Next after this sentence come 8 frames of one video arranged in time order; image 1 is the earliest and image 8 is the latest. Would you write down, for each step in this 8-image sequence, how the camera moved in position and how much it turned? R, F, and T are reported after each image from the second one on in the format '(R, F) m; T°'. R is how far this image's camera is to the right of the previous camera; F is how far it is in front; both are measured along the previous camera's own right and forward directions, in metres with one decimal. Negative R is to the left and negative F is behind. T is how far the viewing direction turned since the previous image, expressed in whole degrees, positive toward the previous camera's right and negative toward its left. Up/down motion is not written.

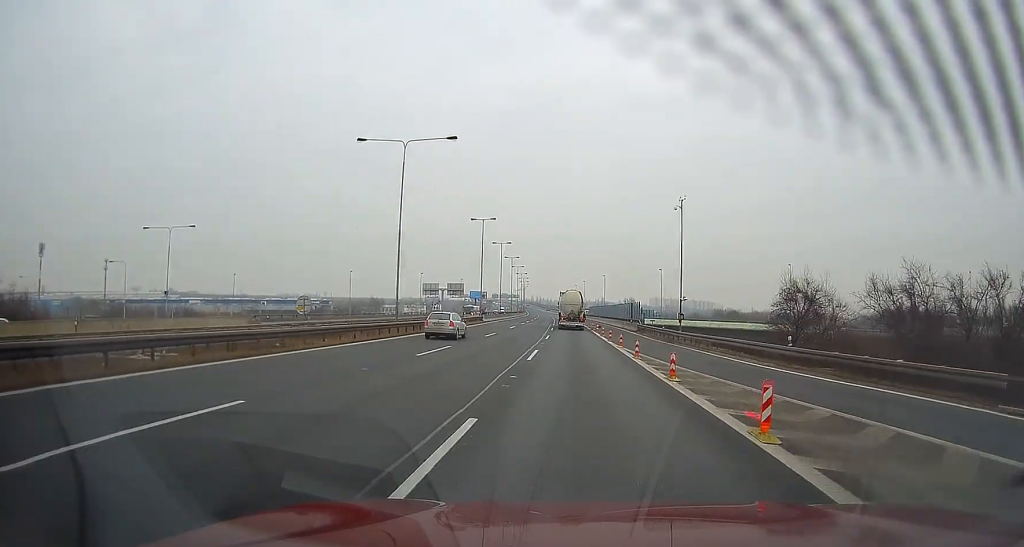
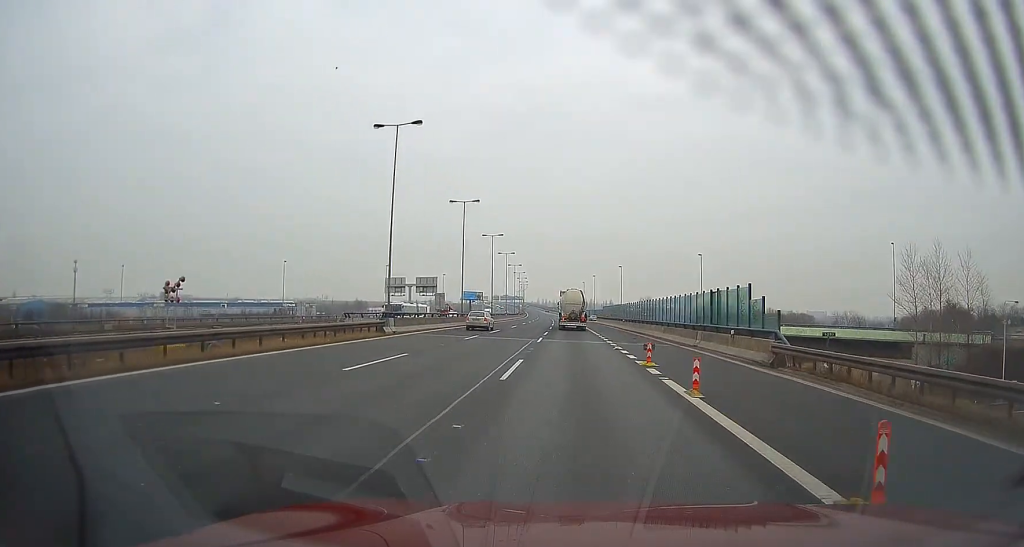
(-0.2, +44.5) m; 0°
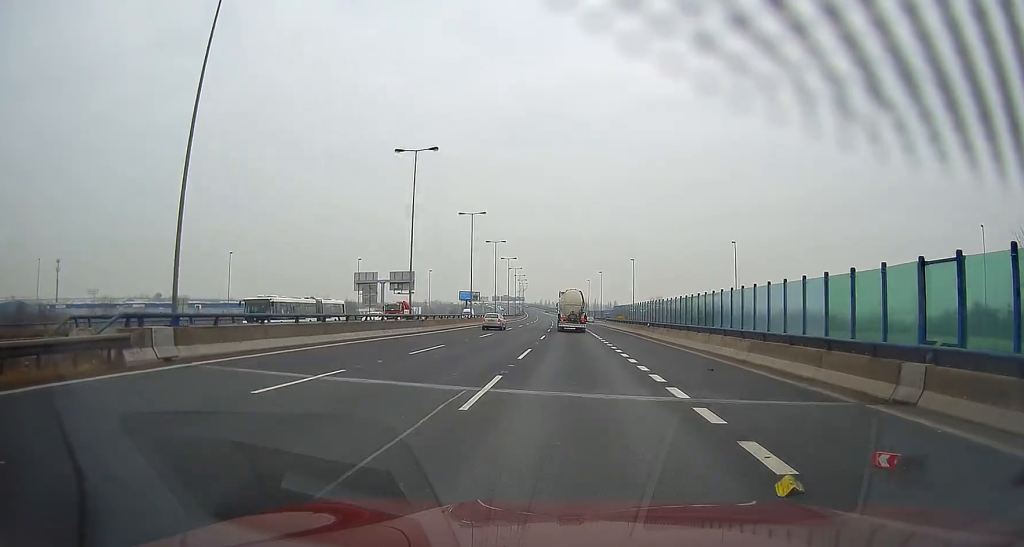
(0.0, +23.2) m; -1°
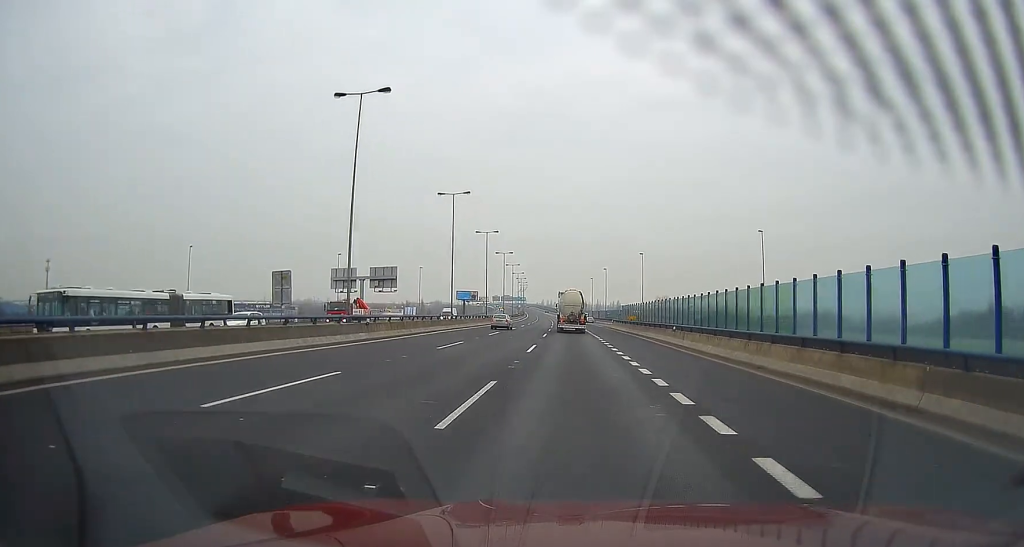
(-0.2, +13.3) m; 0°
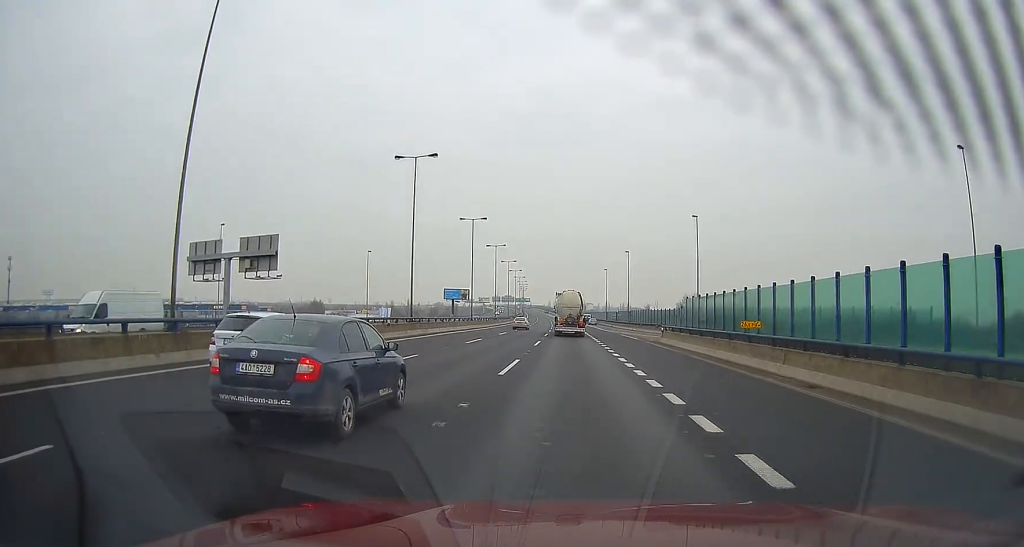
(+0.2, +45.9) m; +1°
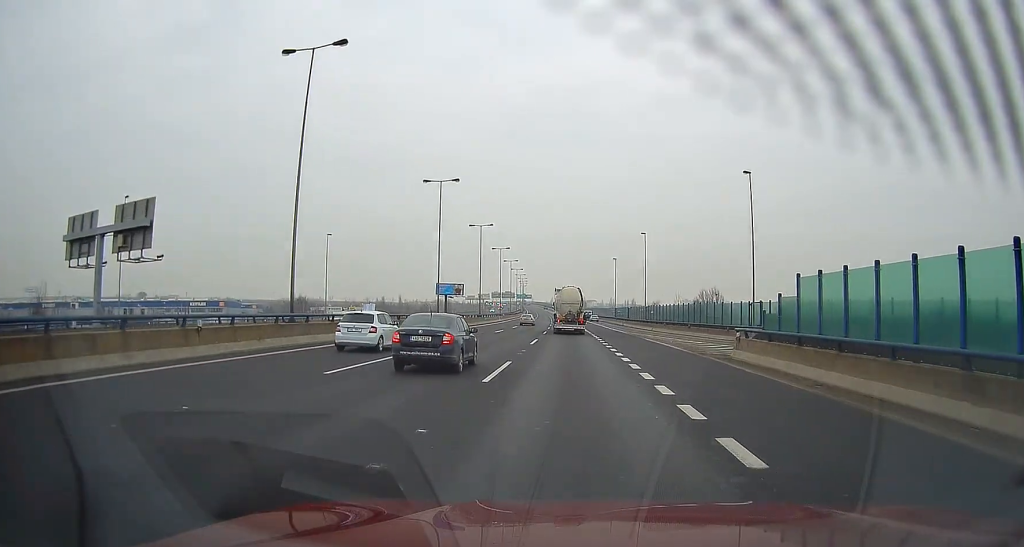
(+0.1, +20.8) m; 0°
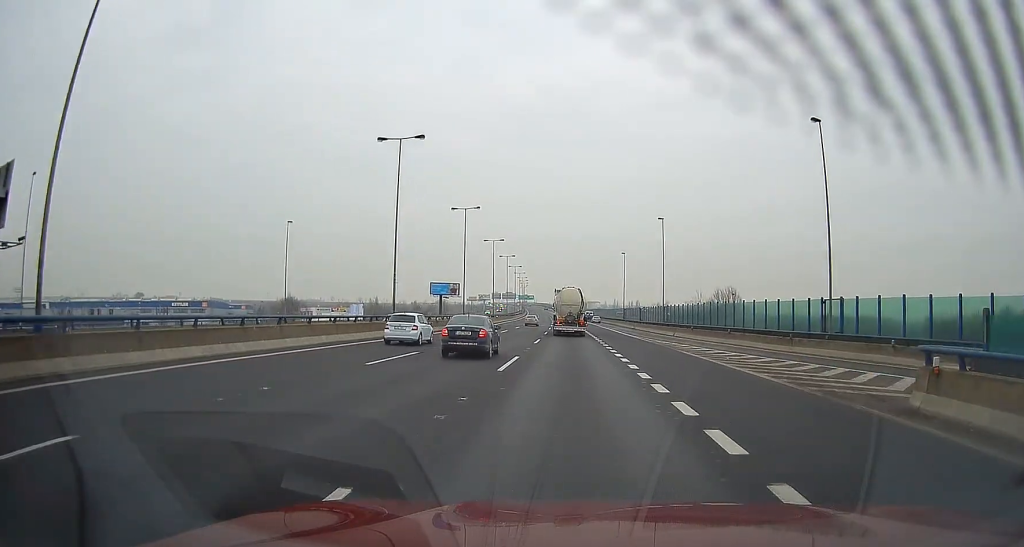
(+0.1, +14.8) m; 0°
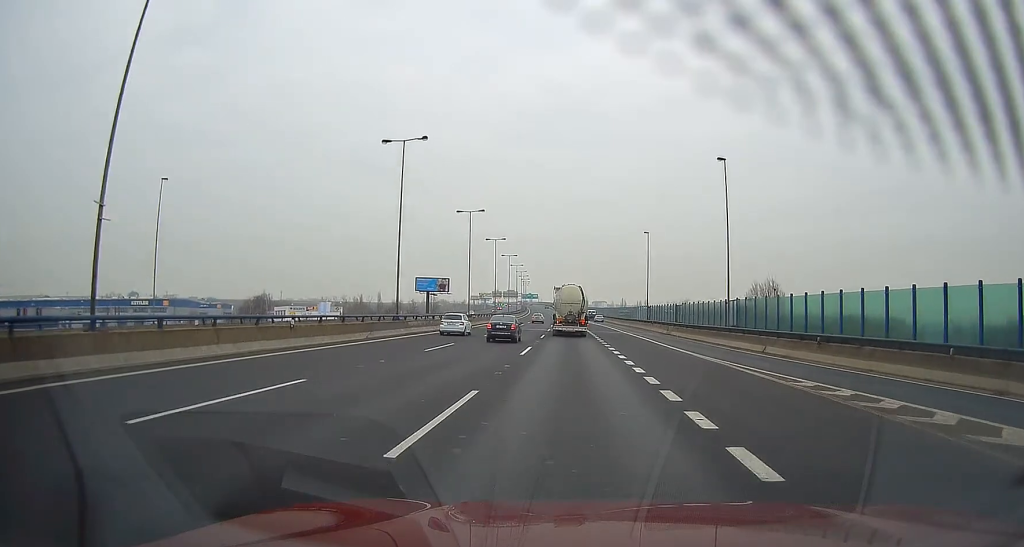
(-0.2, +28.9) m; -1°
